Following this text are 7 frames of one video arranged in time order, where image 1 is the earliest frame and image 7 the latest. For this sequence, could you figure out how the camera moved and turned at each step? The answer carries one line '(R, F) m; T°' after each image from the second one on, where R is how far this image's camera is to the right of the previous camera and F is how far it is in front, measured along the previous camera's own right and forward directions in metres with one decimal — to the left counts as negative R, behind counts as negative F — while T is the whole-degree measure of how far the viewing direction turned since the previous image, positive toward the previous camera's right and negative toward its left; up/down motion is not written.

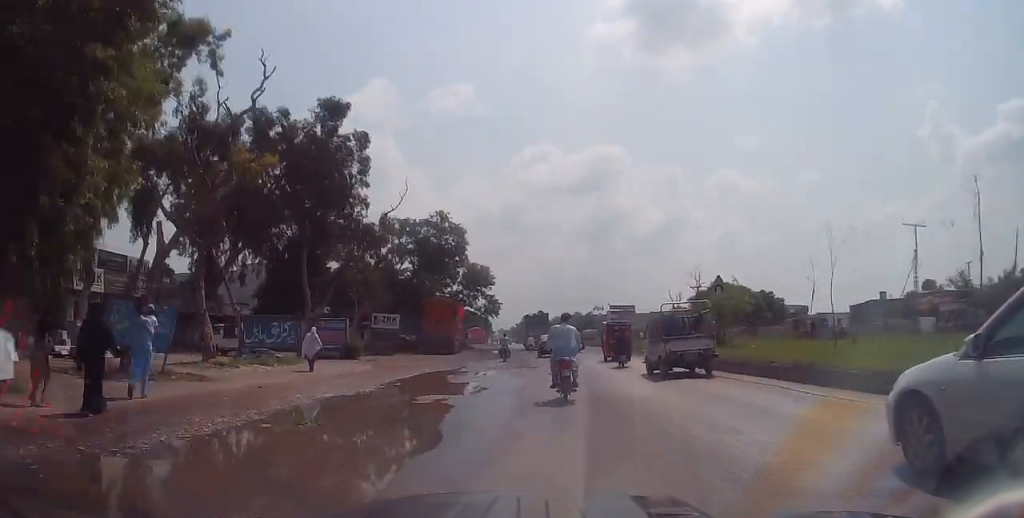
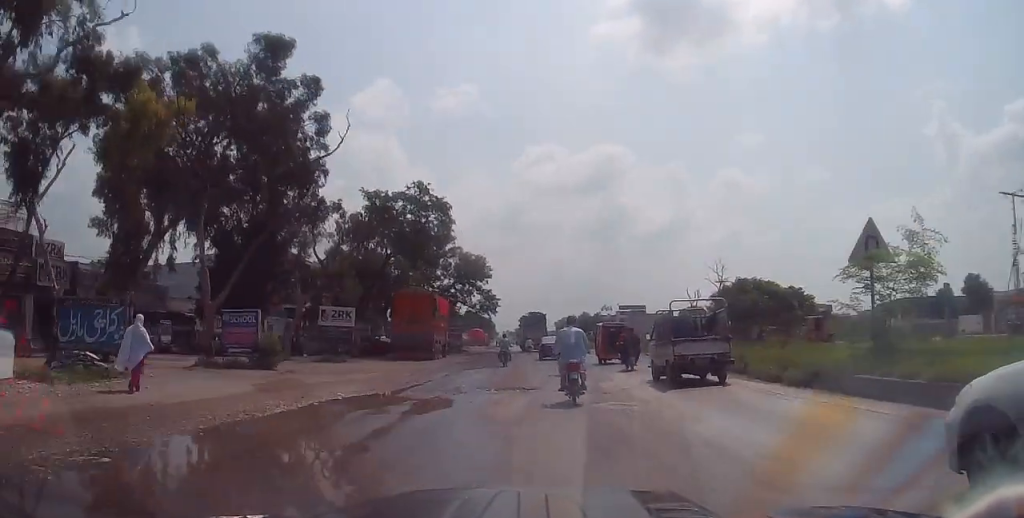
(+0.2, +11.2) m; +1°
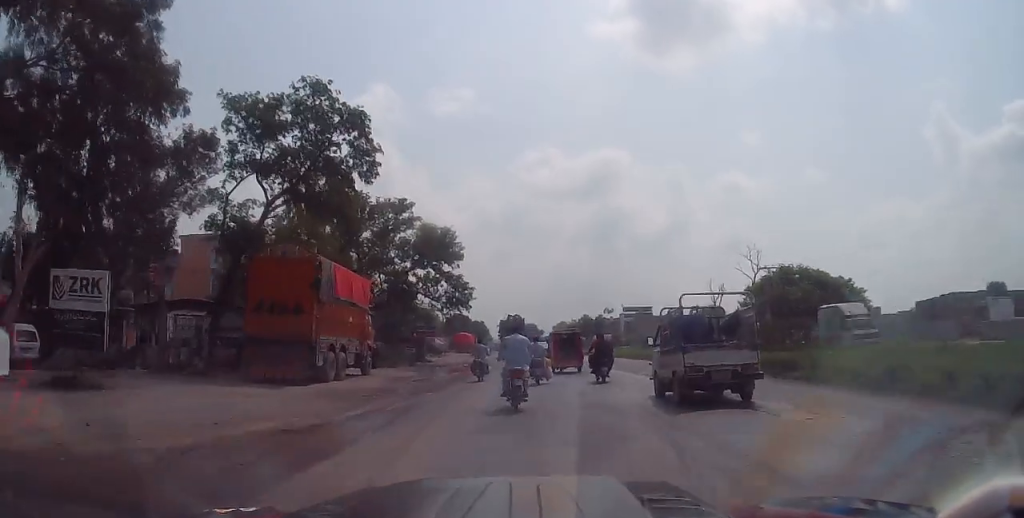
(0.0, +19.0) m; 0°
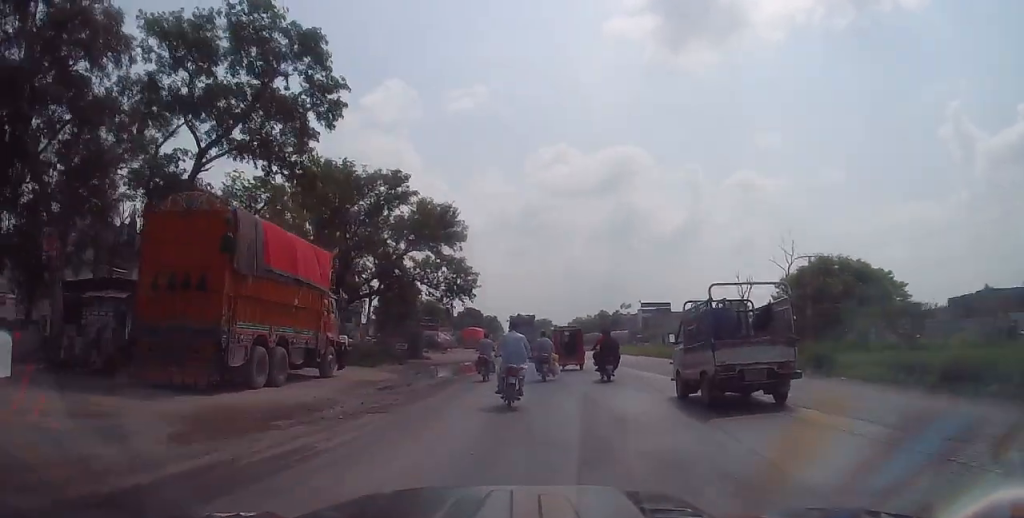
(0.0, +6.7) m; 0°
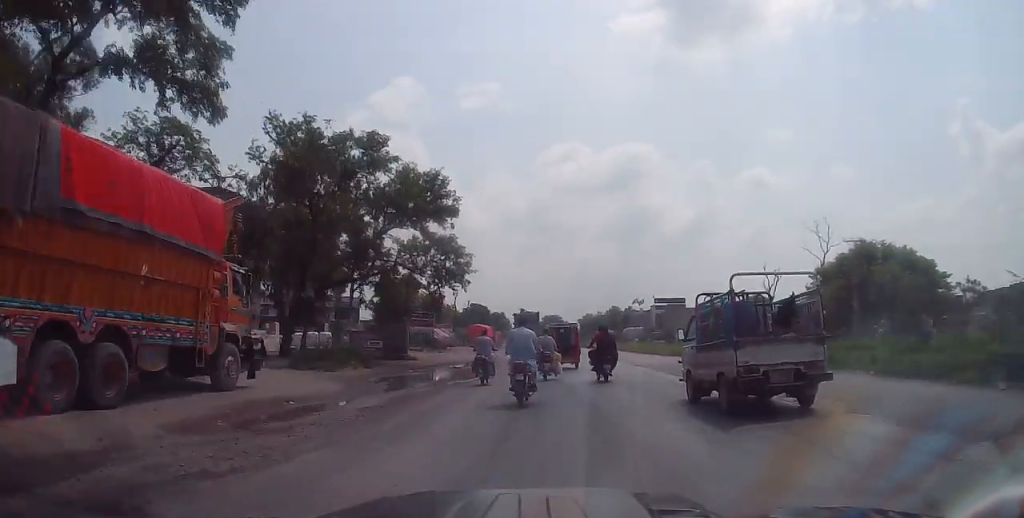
(0.0, +7.4) m; -2°
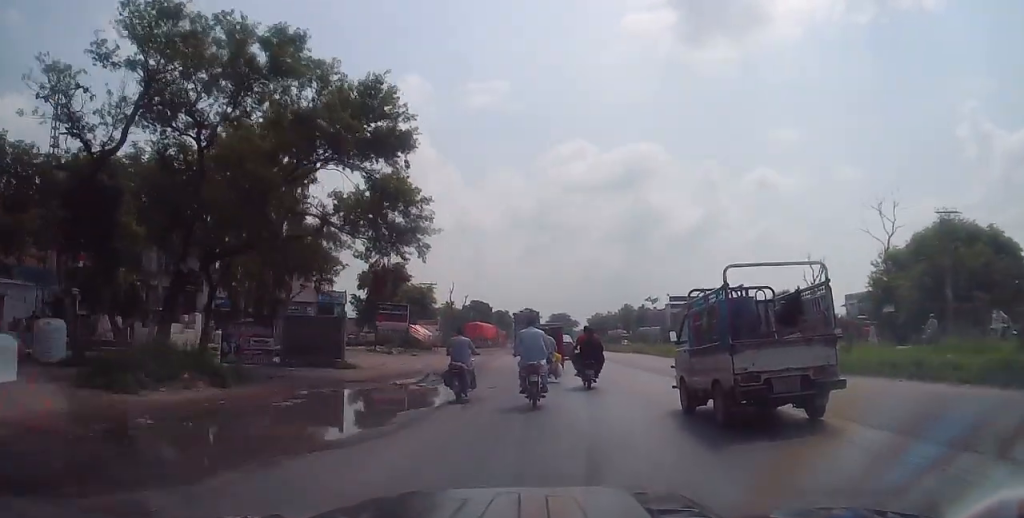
(-0.6, +12.3) m; -1°
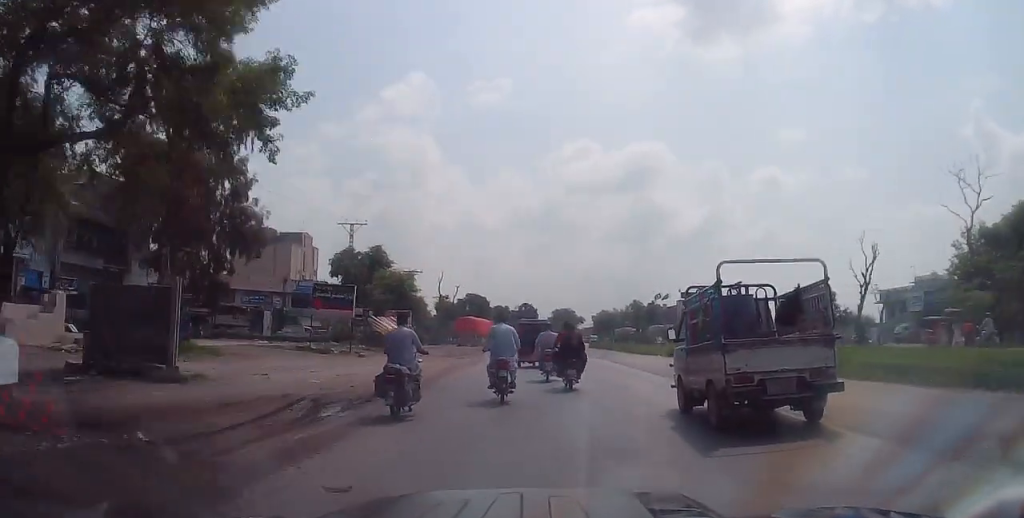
(+0.5, +12.3) m; 0°
